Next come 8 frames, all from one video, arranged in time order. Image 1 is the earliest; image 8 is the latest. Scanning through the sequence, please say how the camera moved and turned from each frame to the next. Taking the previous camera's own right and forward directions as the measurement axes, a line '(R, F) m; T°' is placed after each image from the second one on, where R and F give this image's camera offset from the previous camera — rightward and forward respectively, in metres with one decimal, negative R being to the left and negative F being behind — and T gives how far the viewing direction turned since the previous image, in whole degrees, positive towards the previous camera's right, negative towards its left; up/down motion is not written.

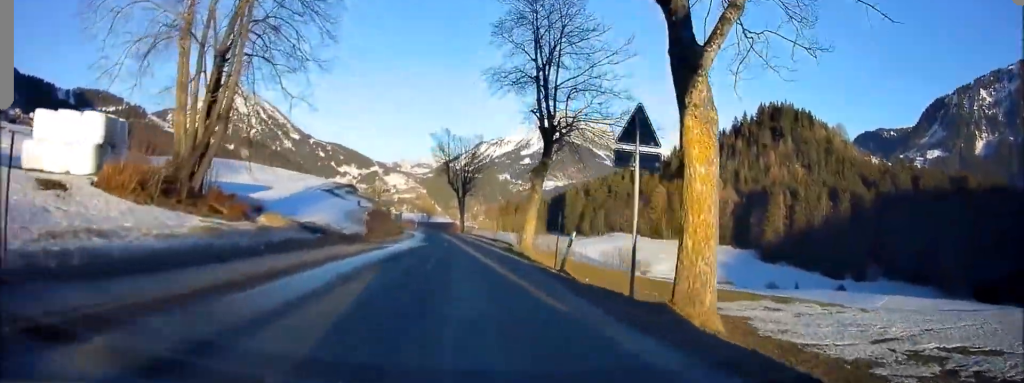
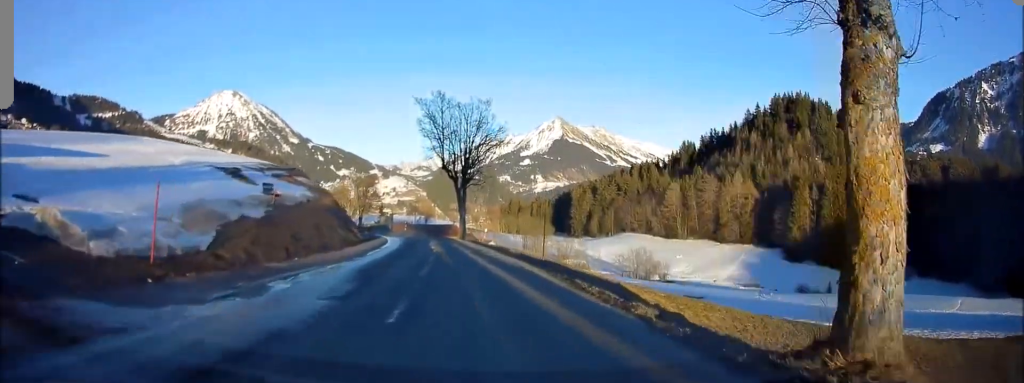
(-0.2, +24.8) m; -1°
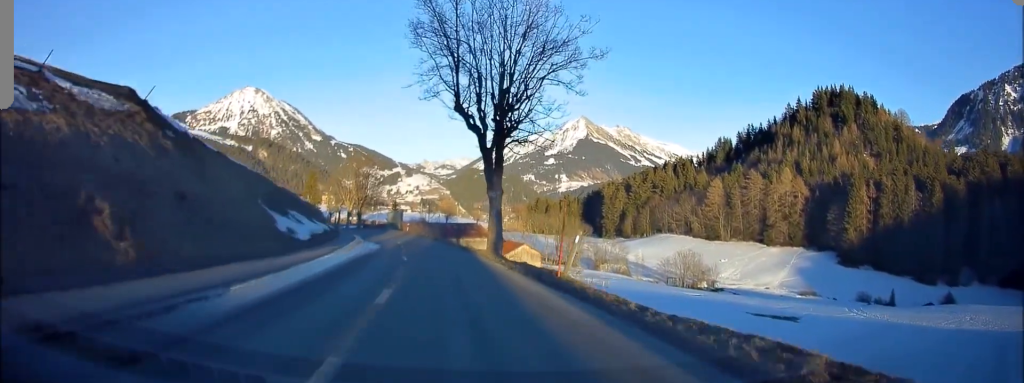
(+0.3, +29.0) m; 0°
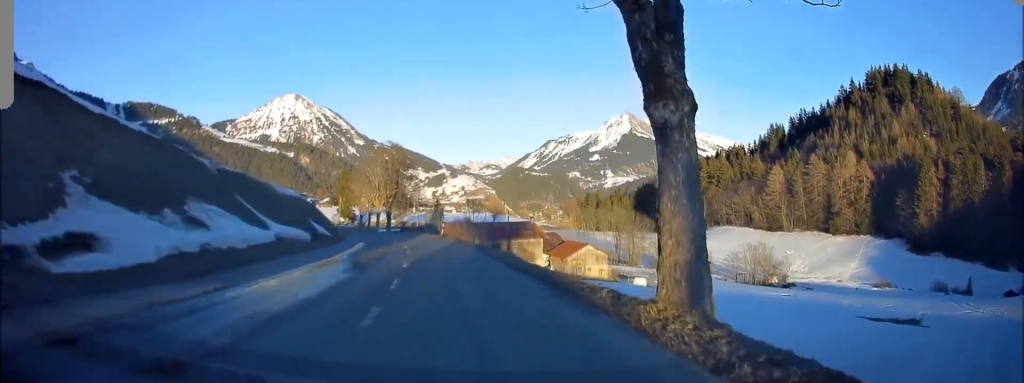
(-0.8, +19.9) m; -4°
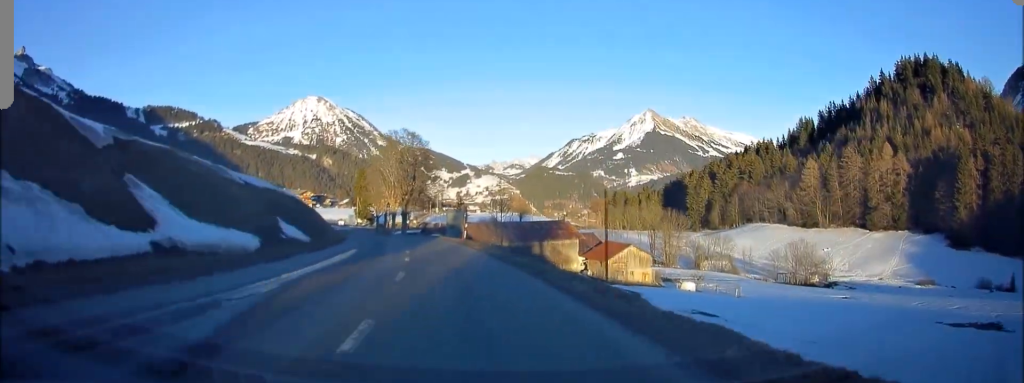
(-0.2, +11.4) m; -2°
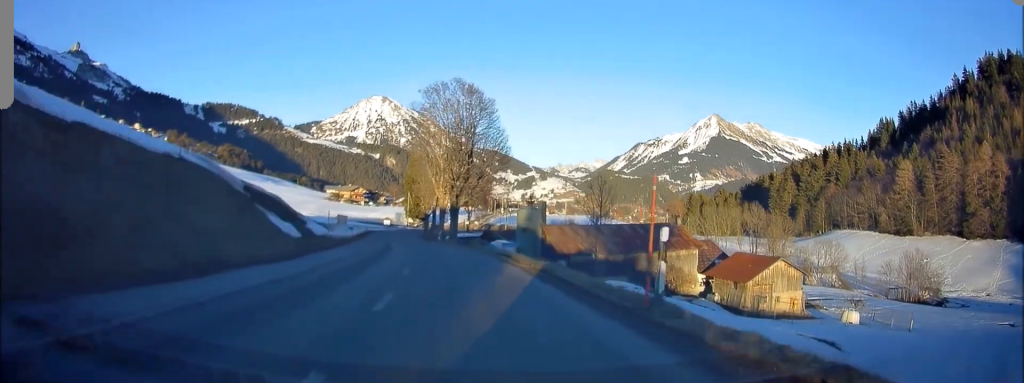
(-1.2, +29.3) m; -5°
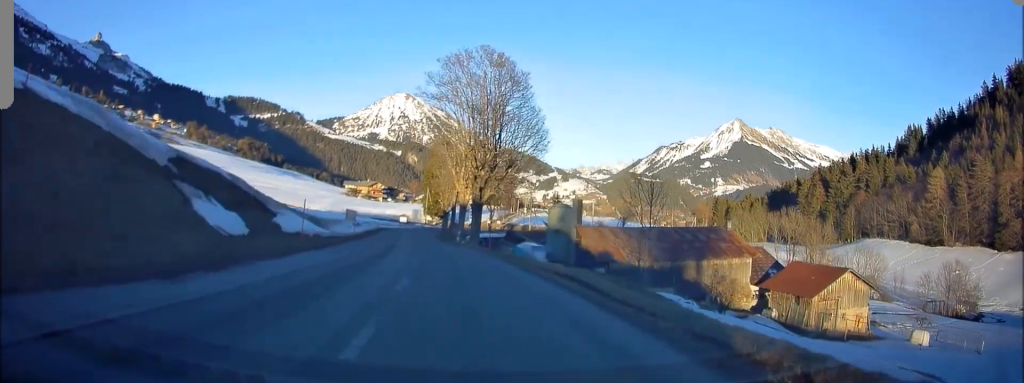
(0.0, +9.8) m; -2°
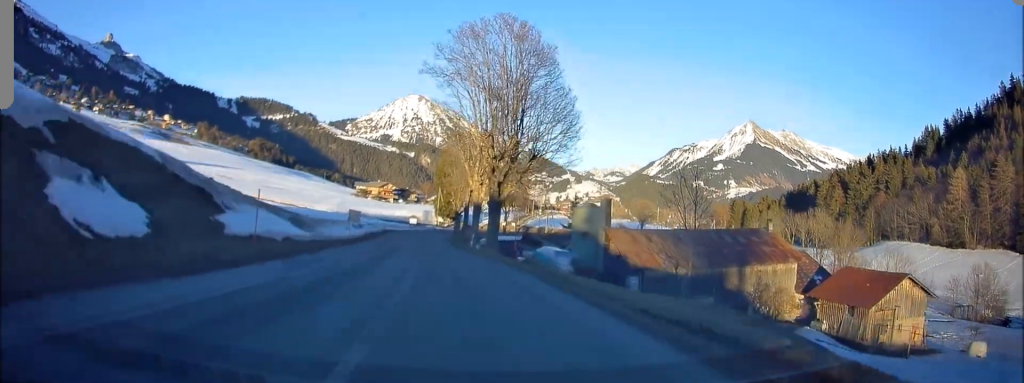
(-0.3, +6.9) m; -1°
